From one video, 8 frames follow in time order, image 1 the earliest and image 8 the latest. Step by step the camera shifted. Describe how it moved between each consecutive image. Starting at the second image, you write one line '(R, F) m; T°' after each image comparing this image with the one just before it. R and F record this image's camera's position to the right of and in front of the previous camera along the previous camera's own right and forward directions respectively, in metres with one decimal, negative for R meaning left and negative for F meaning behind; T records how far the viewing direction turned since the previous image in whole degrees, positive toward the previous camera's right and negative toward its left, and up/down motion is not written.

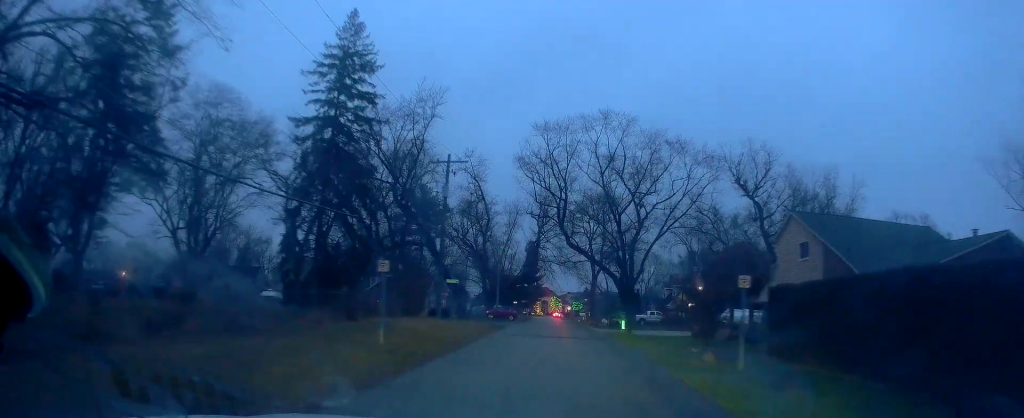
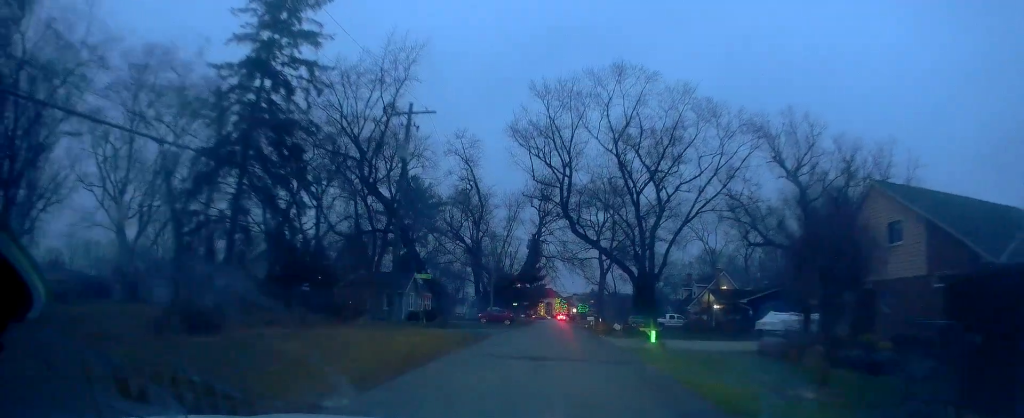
(-0.3, +10.0) m; 0°
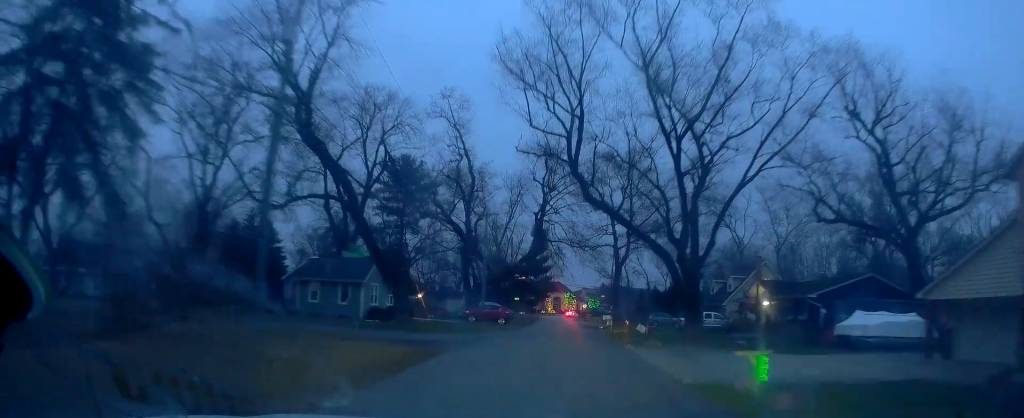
(+0.3, +12.4) m; +2°
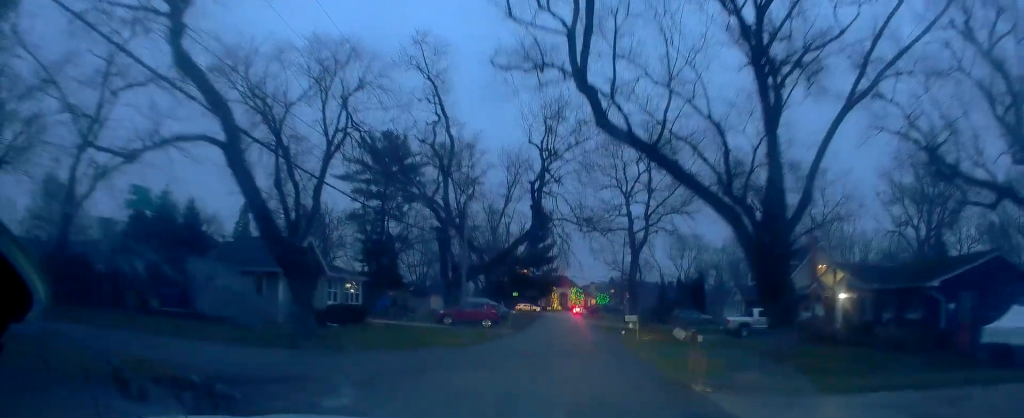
(+0.1, +12.9) m; +1°
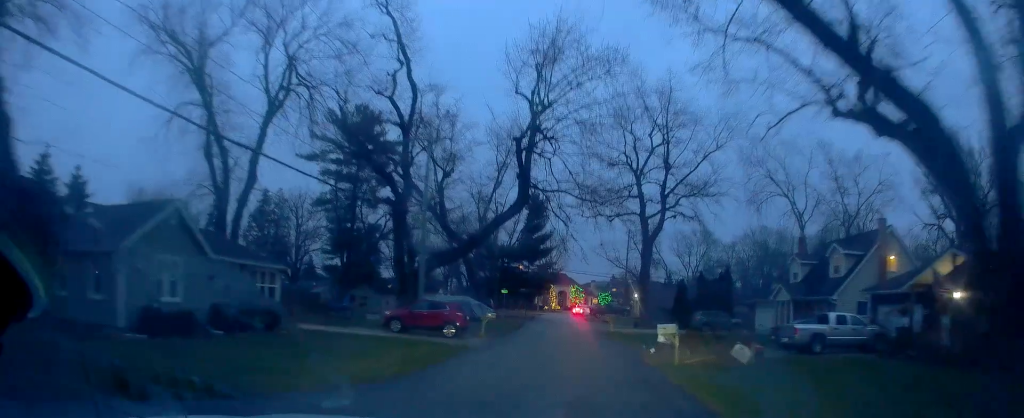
(0.0, +11.4) m; 0°
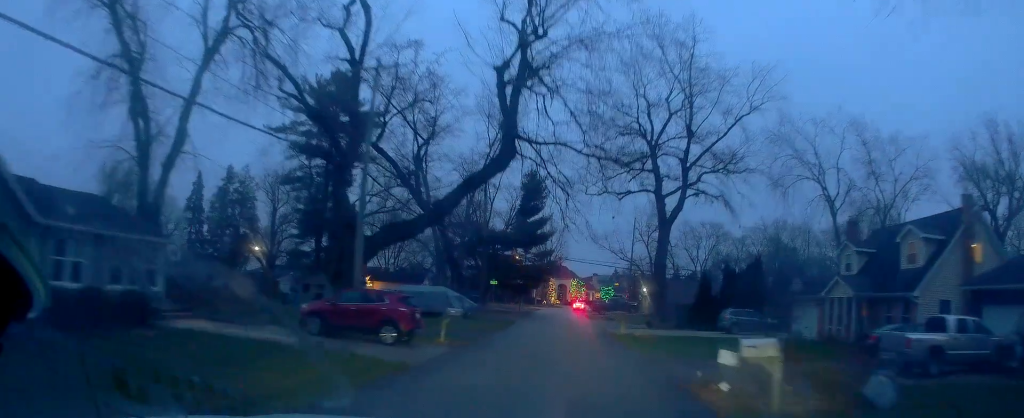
(0.0, +8.9) m; -1°
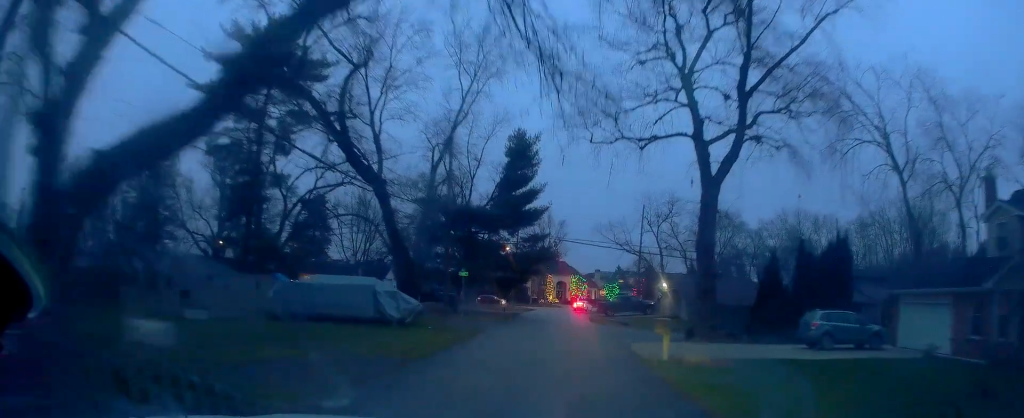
(-0.4, +14.7) m; -1°
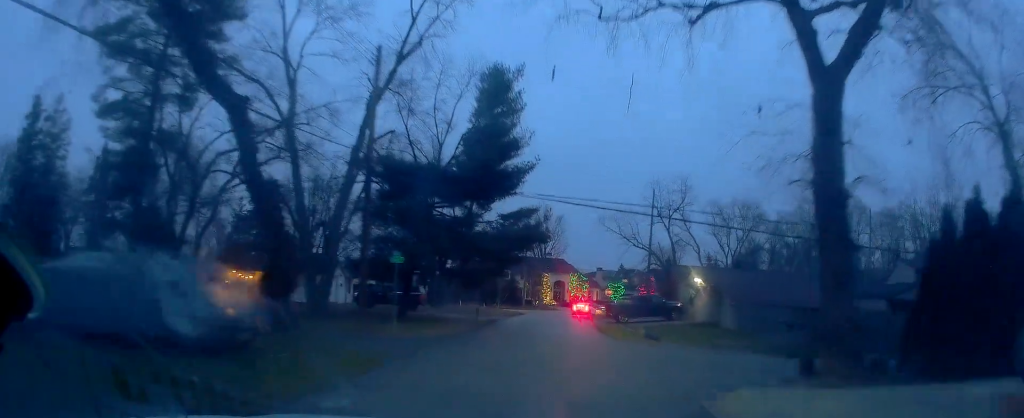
(+0.3, +14.7) m; 0°
